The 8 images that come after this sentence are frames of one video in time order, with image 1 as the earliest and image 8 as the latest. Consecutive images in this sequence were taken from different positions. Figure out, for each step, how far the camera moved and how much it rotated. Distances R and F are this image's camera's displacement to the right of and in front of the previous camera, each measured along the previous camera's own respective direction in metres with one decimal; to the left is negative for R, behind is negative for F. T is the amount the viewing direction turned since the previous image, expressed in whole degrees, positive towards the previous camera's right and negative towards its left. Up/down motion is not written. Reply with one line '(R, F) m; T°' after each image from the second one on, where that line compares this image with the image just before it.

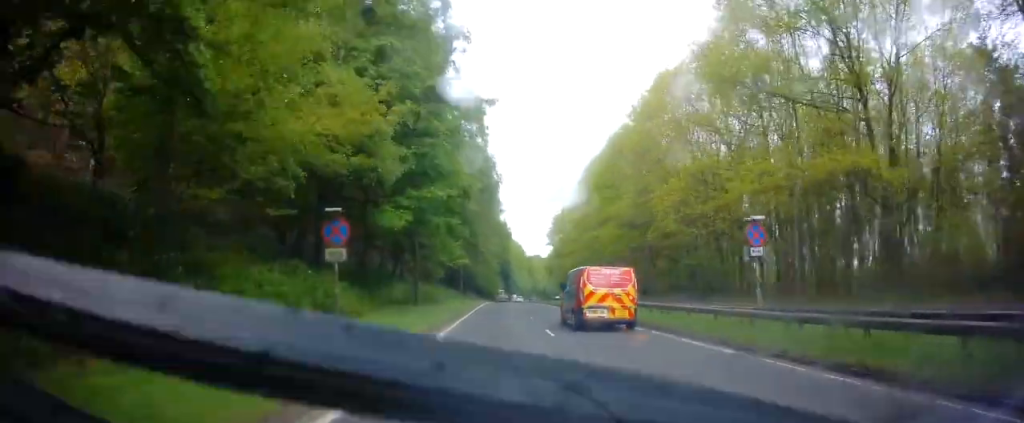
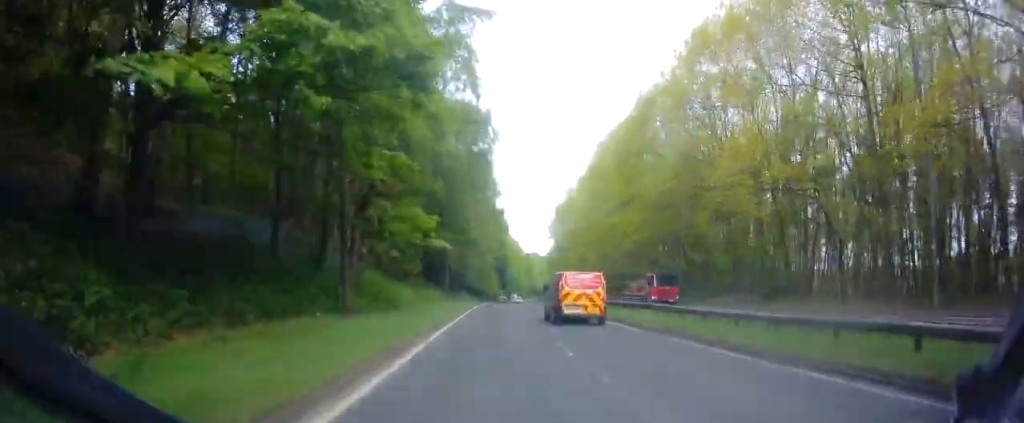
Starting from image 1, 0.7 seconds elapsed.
(+0.1, +13.3) m; +1°
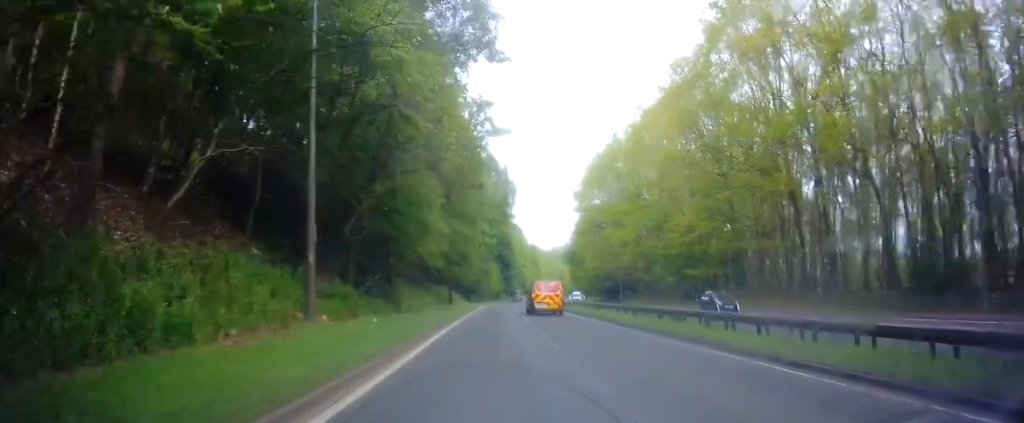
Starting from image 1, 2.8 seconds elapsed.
(+0.8, +40.9) m; +2°
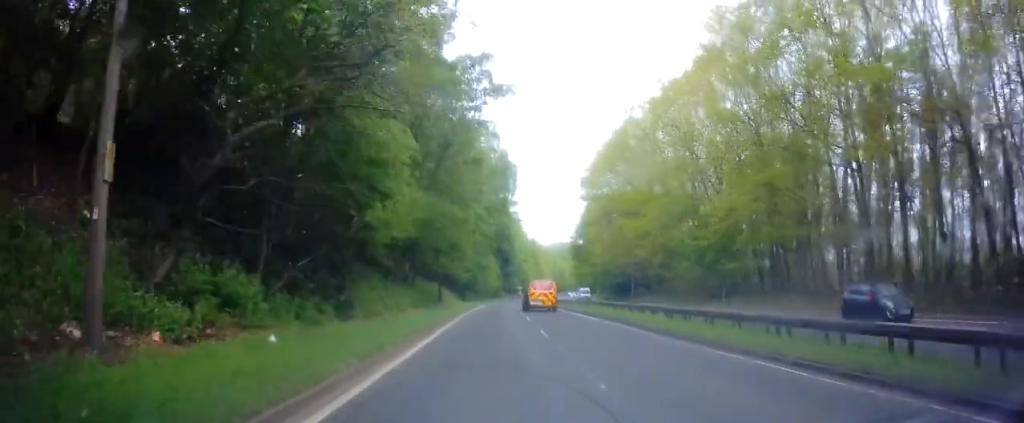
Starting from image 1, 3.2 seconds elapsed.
(0.0, +8.5) m; 0°
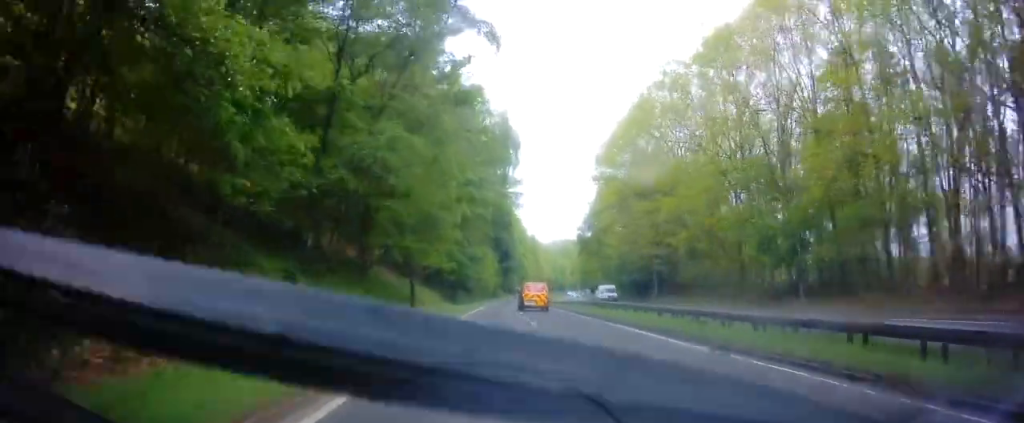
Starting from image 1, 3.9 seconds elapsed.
(0.0, +13.8) m; 0°
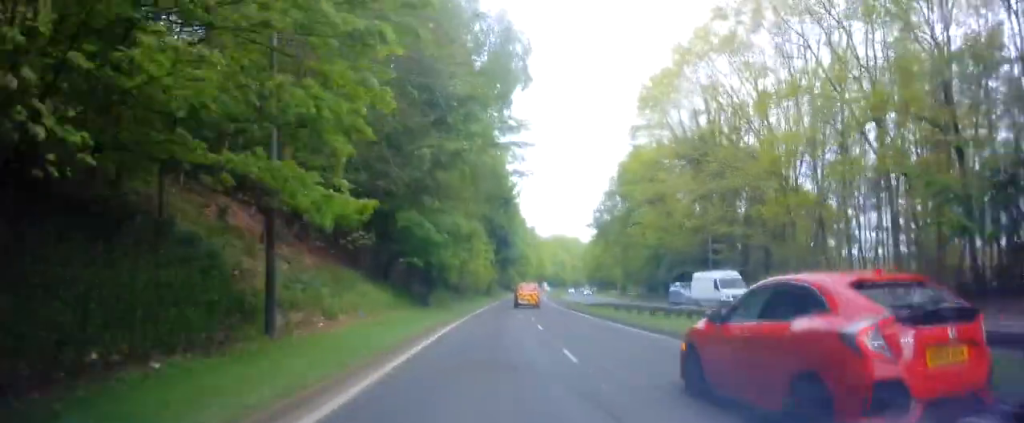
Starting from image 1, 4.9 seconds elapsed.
(+0.1, +19.8) m; +1°
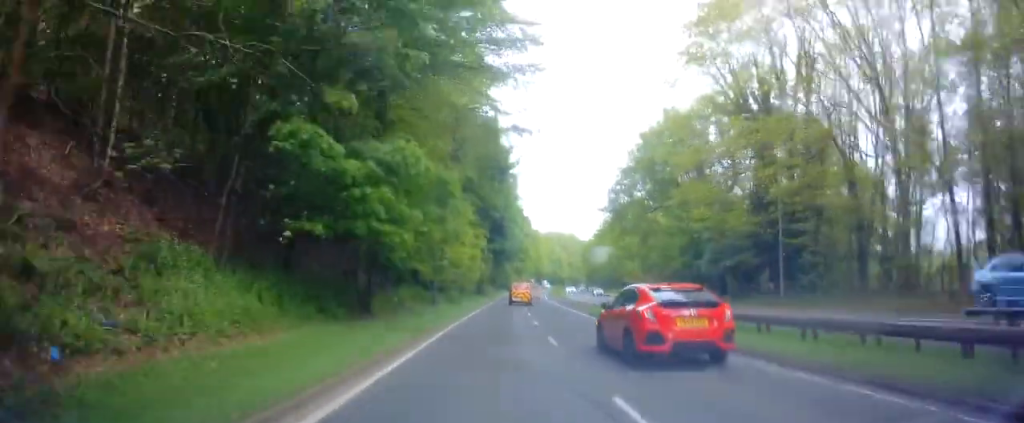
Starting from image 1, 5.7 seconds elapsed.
(+0.3, +14.6) m; 0°
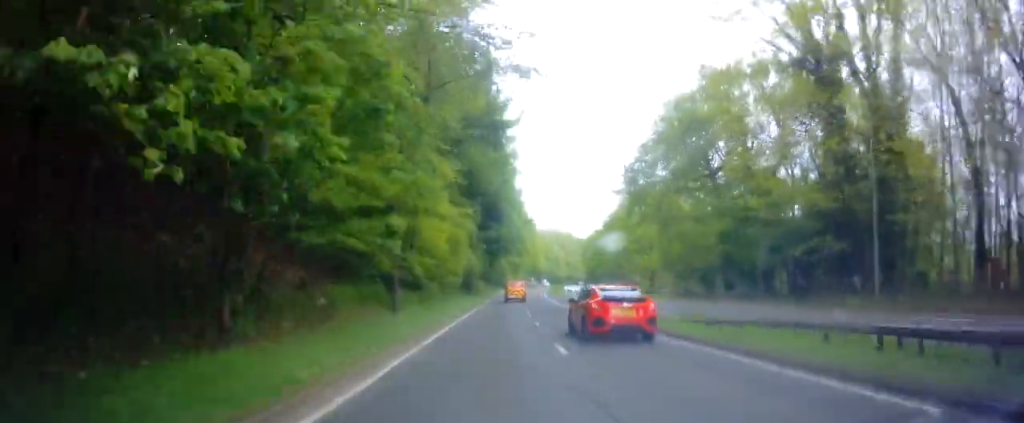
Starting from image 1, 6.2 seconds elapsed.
(-0.2, +11.0) m; -1°
